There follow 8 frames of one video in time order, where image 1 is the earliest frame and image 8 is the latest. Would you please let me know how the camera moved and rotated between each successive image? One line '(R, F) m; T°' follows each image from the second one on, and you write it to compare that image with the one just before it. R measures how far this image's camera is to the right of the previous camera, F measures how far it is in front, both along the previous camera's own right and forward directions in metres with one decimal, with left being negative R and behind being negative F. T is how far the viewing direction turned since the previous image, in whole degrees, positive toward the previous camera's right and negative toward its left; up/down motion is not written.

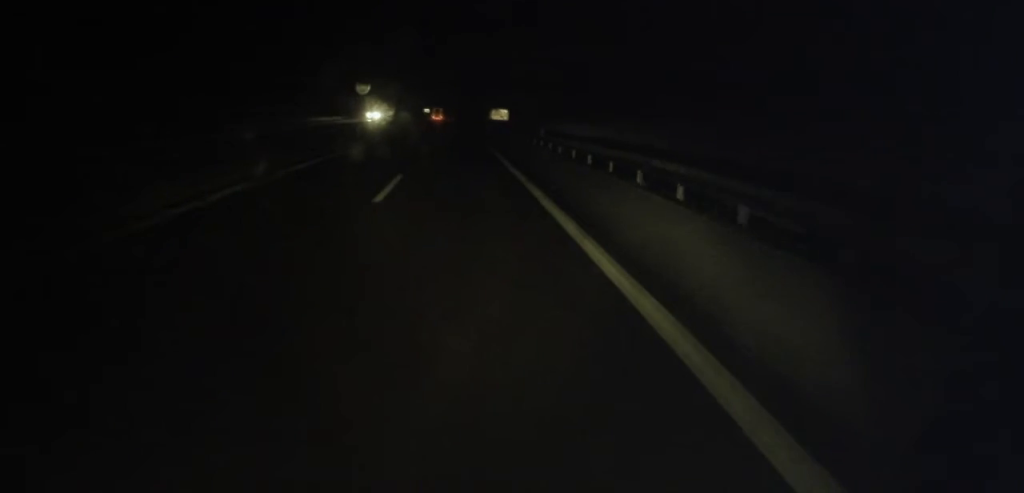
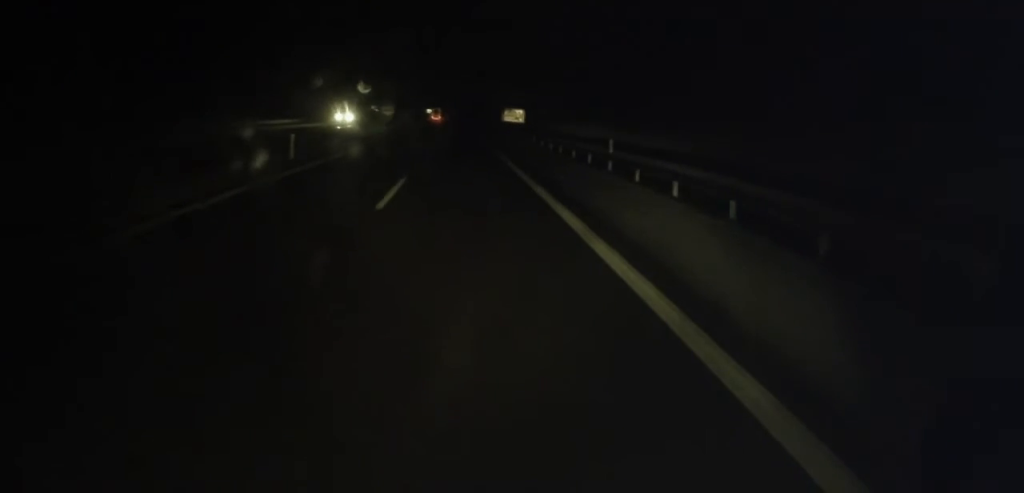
(0.0, +19.3) m; 0°
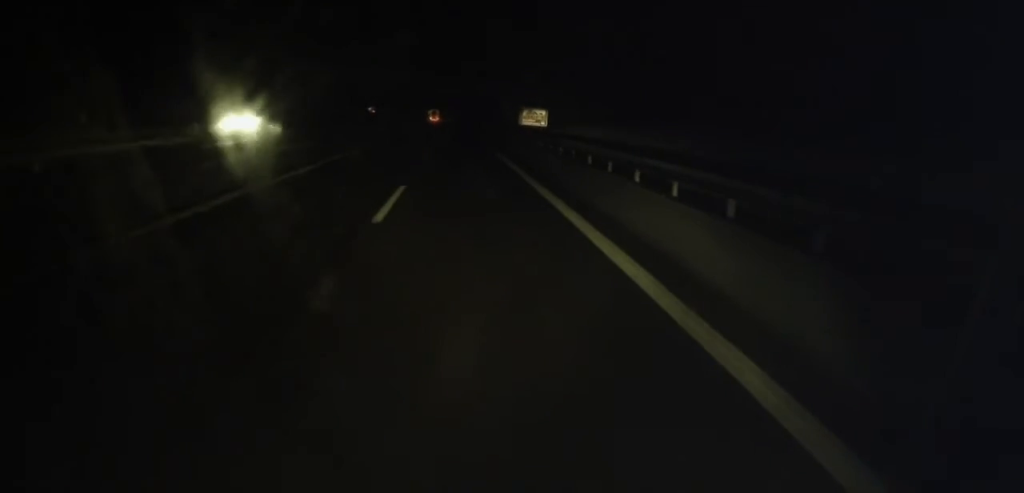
(0.0, +19.9) m; -1°
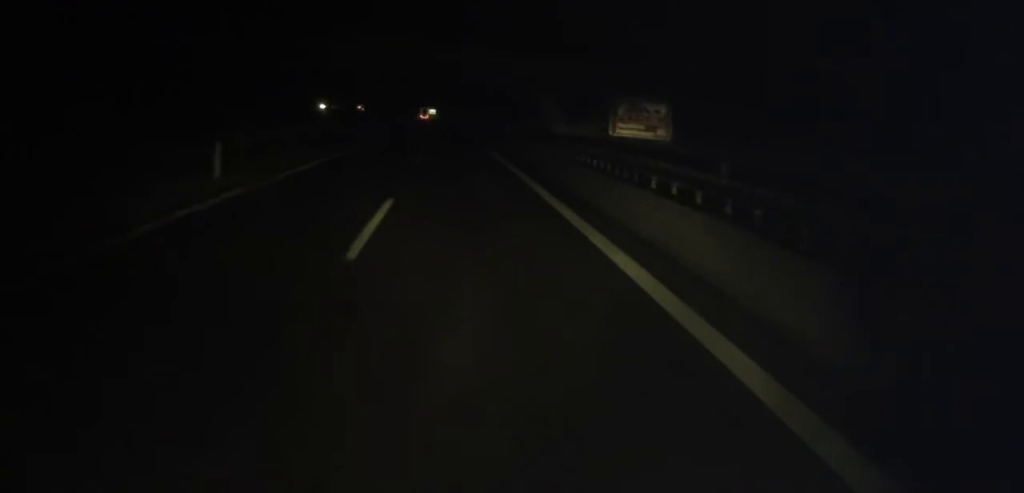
(-0.4, +40.4) m; -1°
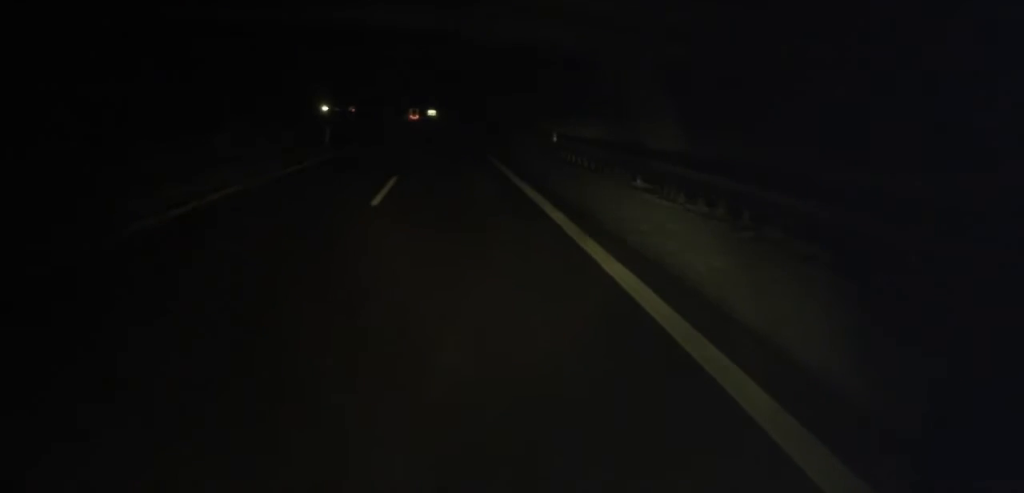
(-0.7, +31.4) m; -2°
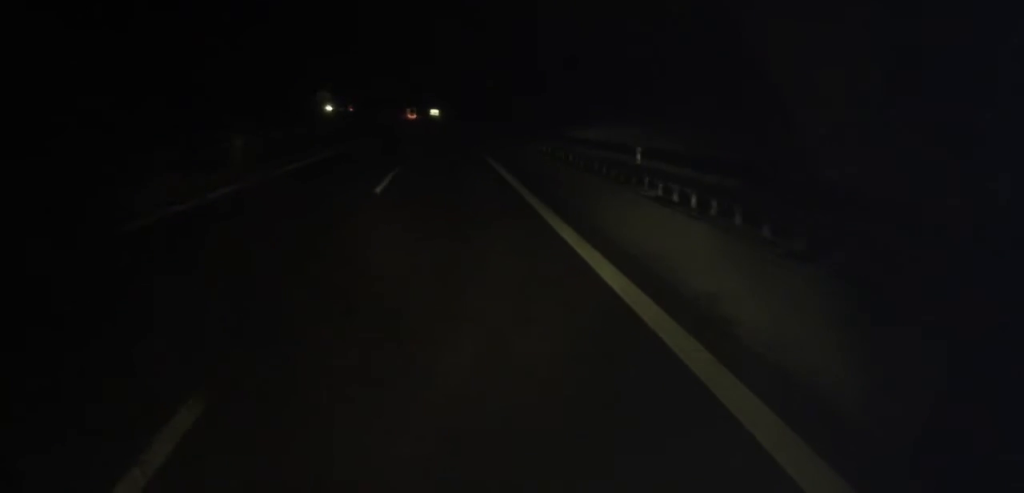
(-0.1, +16.0) m; 0°
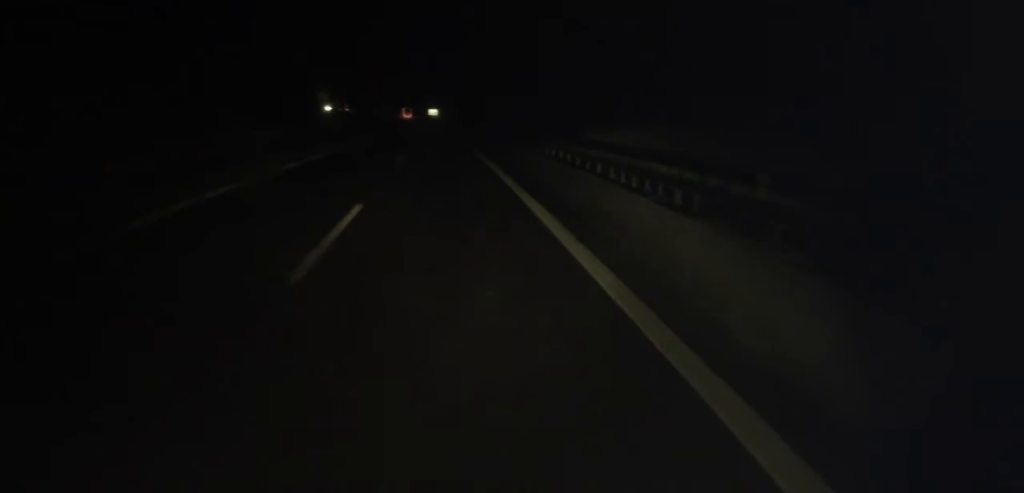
(0.0, +8.5) m; +1°
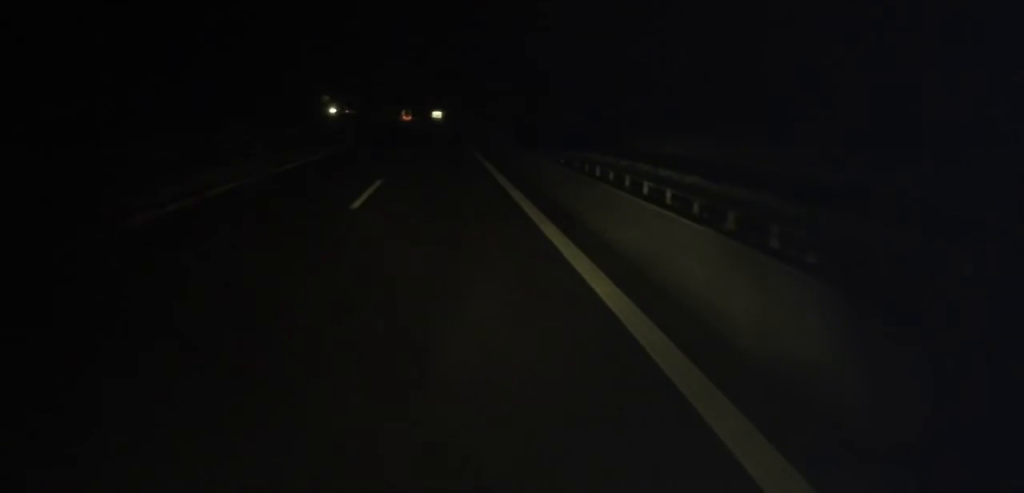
(+0.2, +12.1) m; 0°
